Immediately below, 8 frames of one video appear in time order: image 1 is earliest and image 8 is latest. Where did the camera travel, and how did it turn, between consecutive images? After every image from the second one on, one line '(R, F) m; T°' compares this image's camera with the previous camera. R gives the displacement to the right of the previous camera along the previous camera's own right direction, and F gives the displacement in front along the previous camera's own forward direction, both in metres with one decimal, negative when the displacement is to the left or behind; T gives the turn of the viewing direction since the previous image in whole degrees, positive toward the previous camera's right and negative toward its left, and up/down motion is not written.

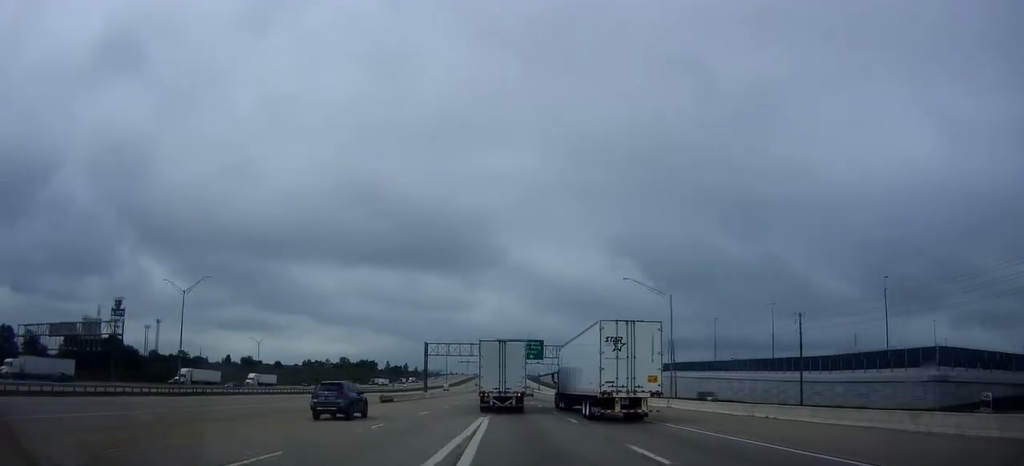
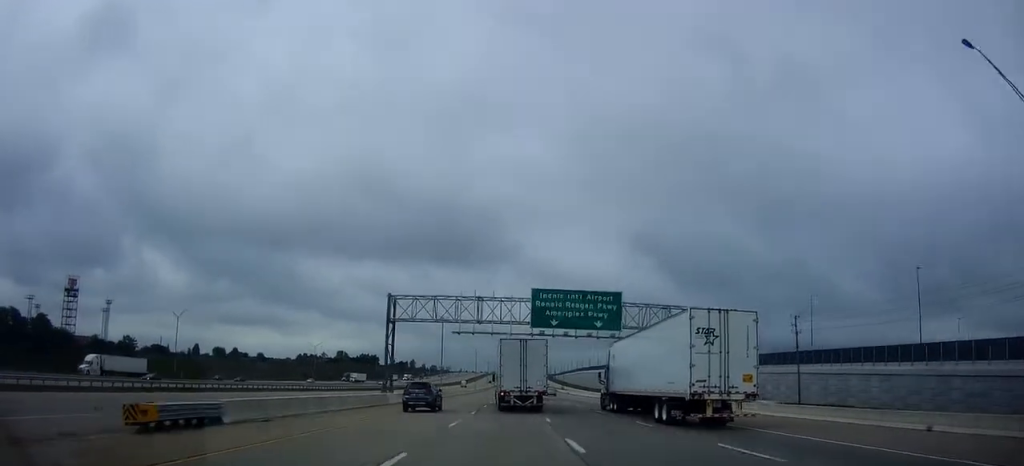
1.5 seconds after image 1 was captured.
(-1.5, +48.6) m; -2°
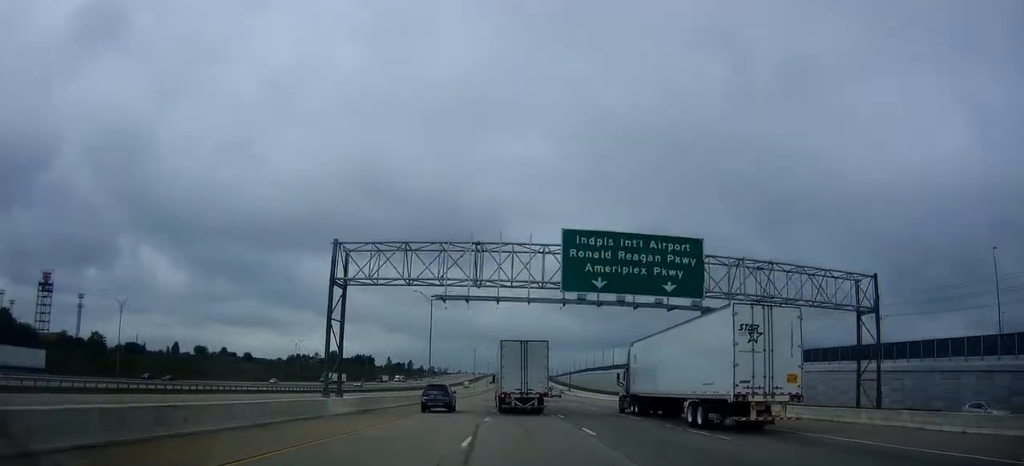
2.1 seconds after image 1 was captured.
(0.0, +19.1) m; 0°
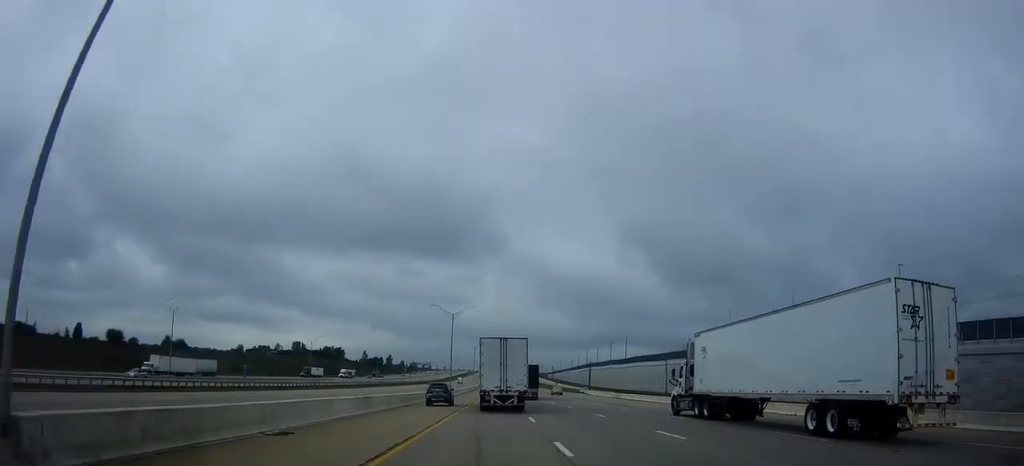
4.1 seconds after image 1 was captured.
(+0.3, +62.6) m; 0°
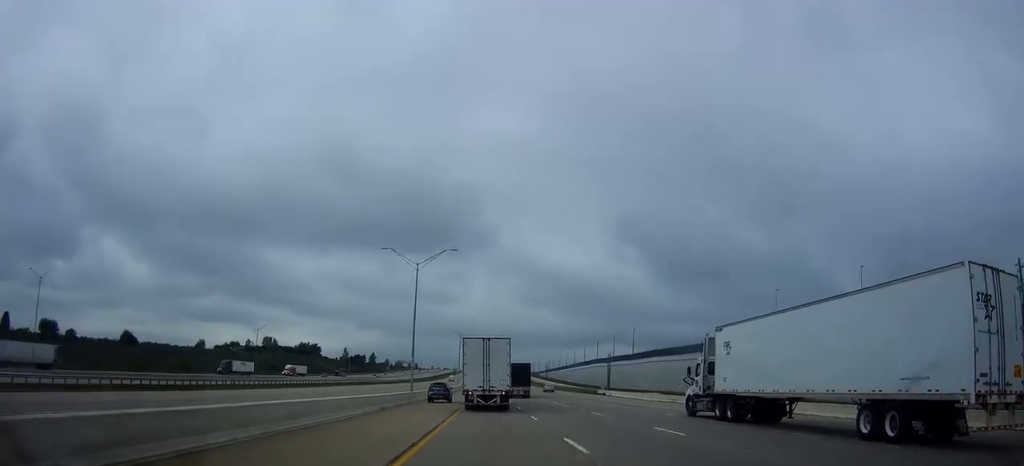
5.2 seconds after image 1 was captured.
(+0.7, +35.6) m; +2°
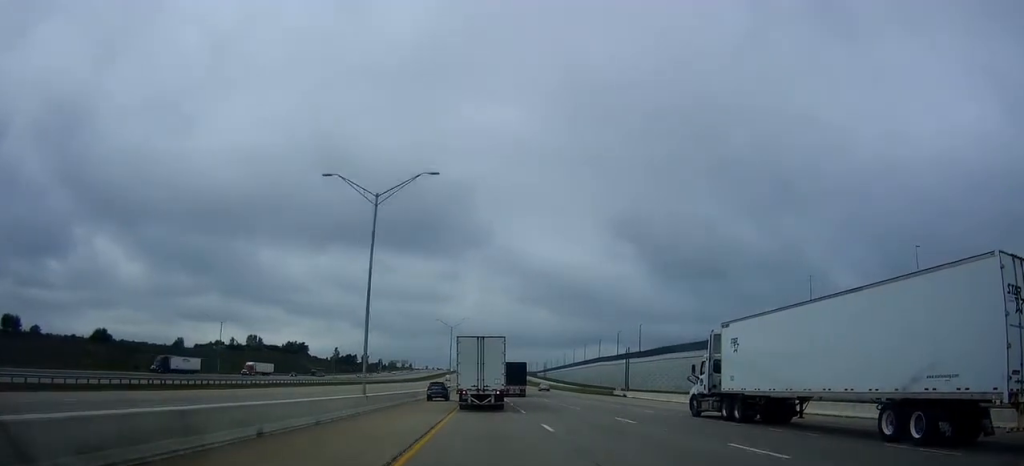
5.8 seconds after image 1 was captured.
(+0.3, +18.7) m; 0°
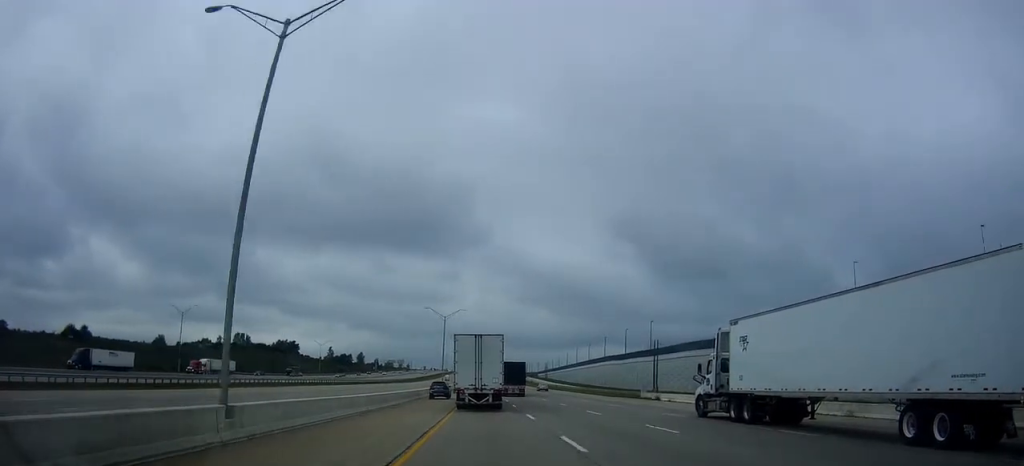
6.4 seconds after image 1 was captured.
(-0.2, +17.5) m; 0°
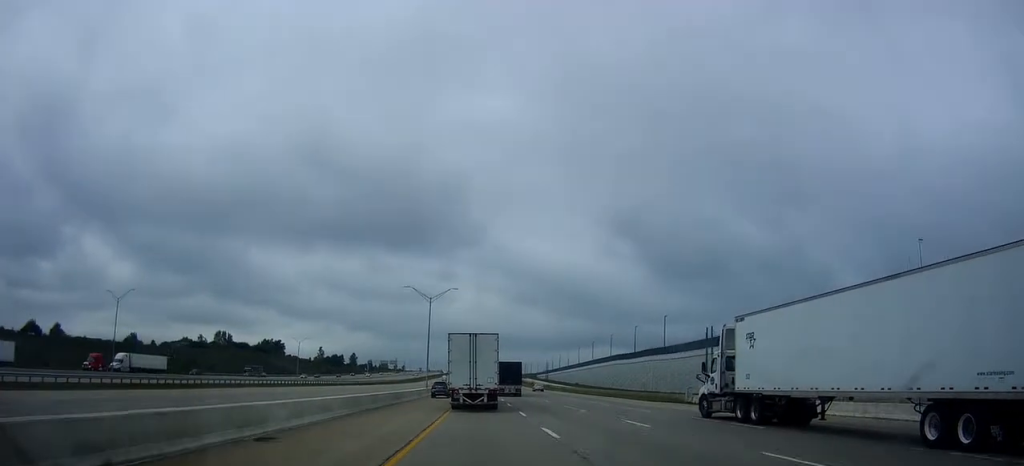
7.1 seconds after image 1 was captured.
(0.0, +21.5) m; 0°
